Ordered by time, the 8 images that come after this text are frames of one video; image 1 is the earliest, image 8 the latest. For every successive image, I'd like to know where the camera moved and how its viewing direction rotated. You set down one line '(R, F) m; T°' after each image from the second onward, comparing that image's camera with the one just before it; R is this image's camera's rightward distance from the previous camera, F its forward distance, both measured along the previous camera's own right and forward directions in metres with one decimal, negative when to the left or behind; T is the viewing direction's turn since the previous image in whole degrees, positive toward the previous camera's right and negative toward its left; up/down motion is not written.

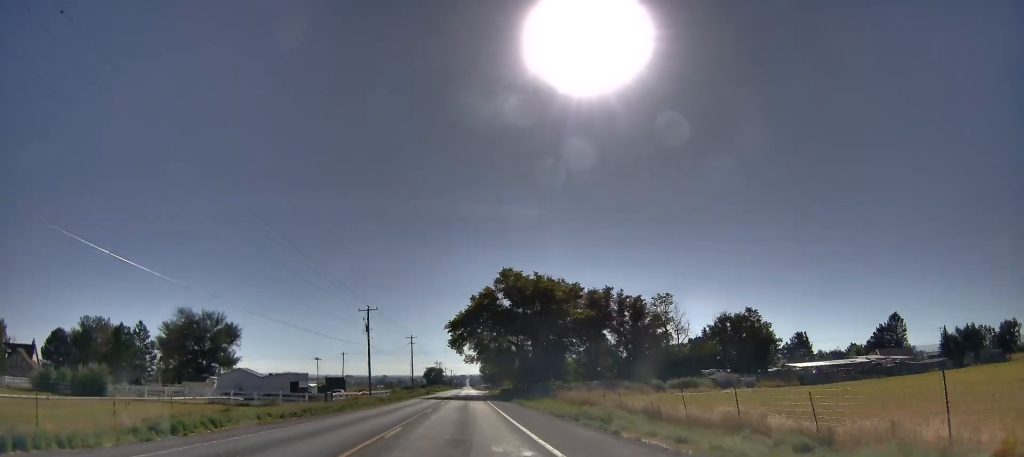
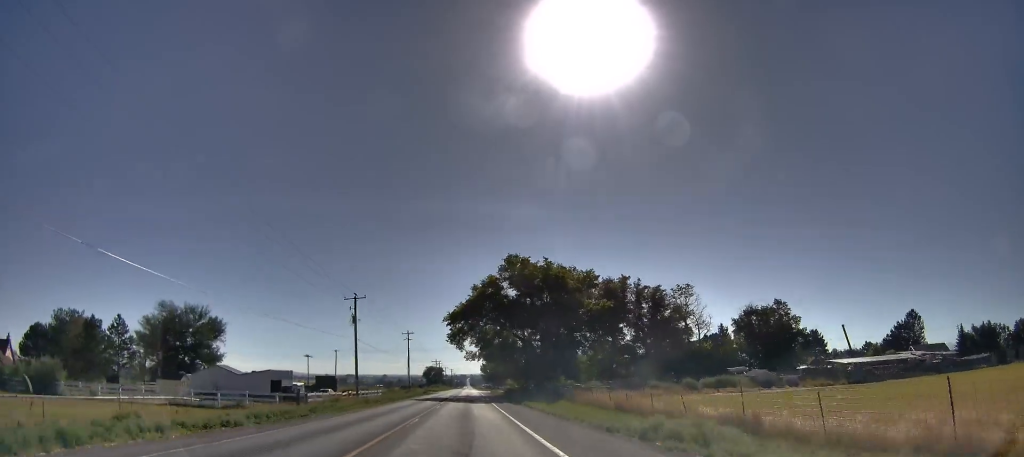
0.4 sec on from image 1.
(-0.1, +9.1) m; +1°
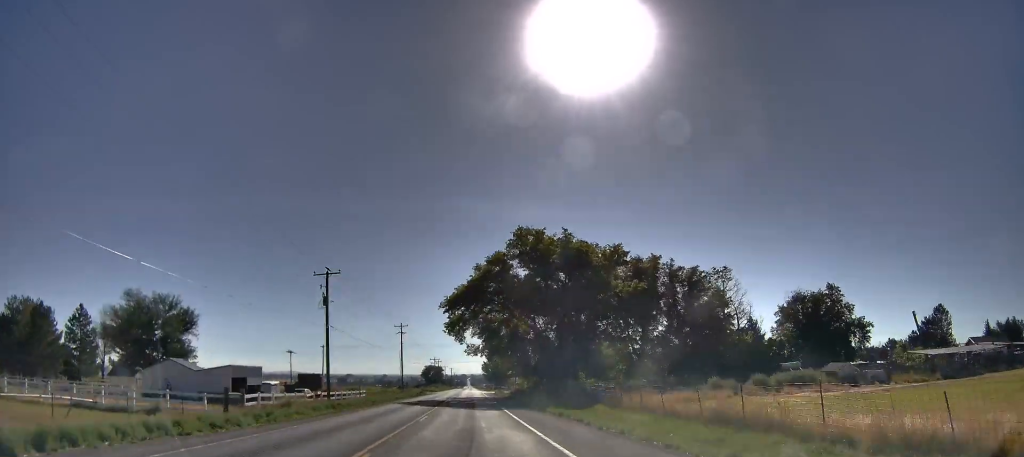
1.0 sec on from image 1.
(+0.3, +13.7) m; 0°
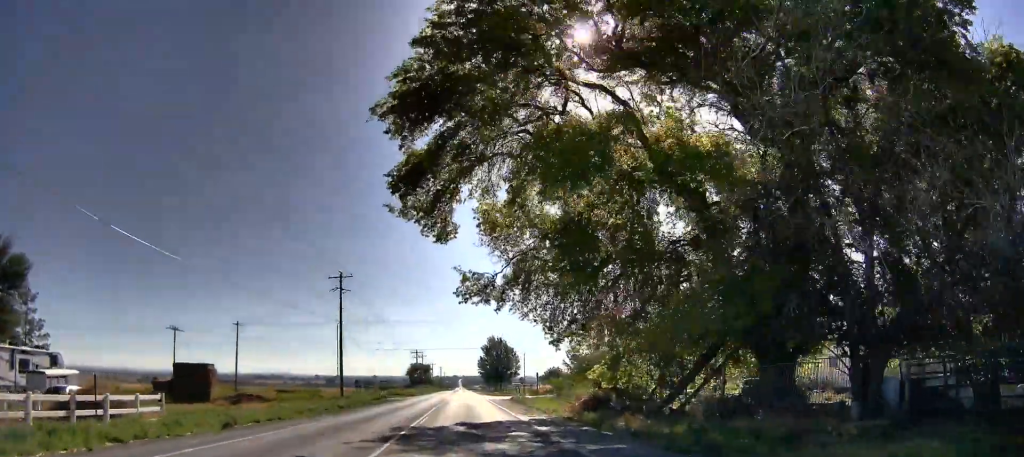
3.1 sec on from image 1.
(-1.4, +46.4) m; -3°
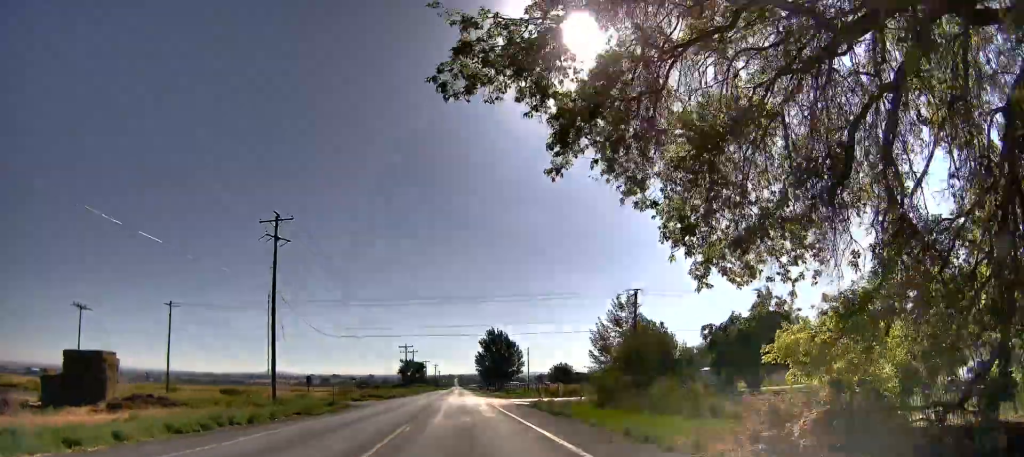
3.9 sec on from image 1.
(+0.1, +19.4) m; +1°
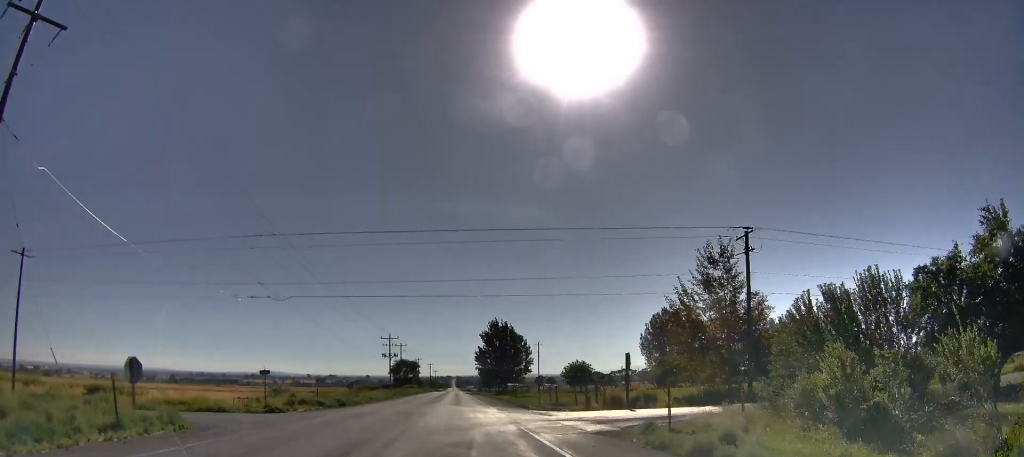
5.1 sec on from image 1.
(+0.3, +25.5) m; -1°
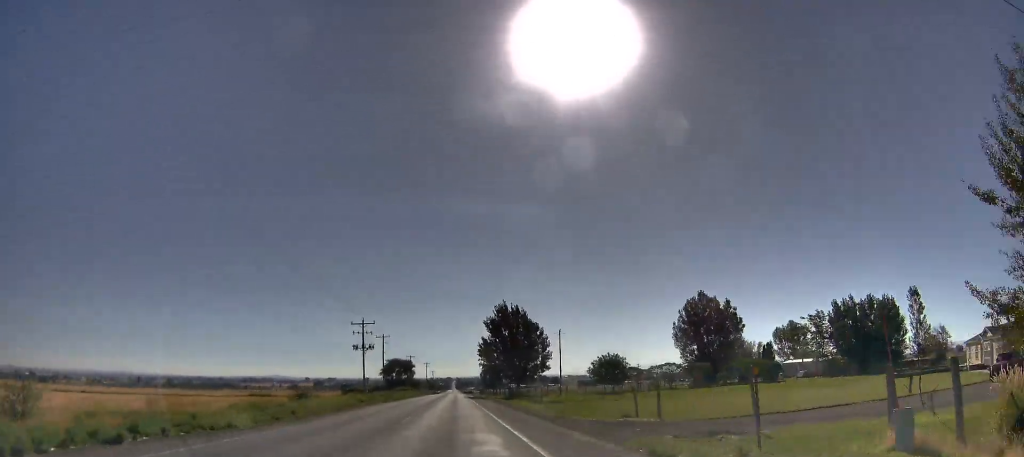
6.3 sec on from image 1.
(-1.1, +28.6) m; +2°
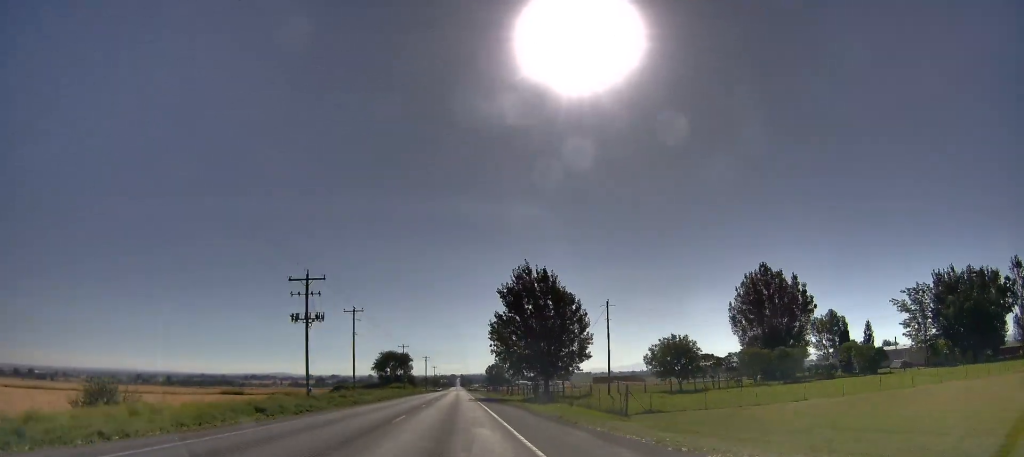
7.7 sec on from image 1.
(+1.5, +31.0) m; 0°
